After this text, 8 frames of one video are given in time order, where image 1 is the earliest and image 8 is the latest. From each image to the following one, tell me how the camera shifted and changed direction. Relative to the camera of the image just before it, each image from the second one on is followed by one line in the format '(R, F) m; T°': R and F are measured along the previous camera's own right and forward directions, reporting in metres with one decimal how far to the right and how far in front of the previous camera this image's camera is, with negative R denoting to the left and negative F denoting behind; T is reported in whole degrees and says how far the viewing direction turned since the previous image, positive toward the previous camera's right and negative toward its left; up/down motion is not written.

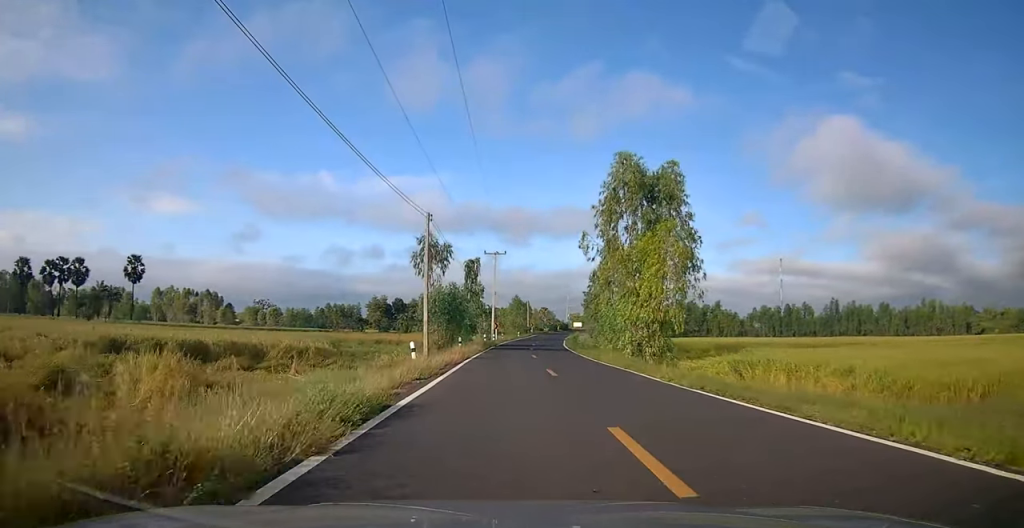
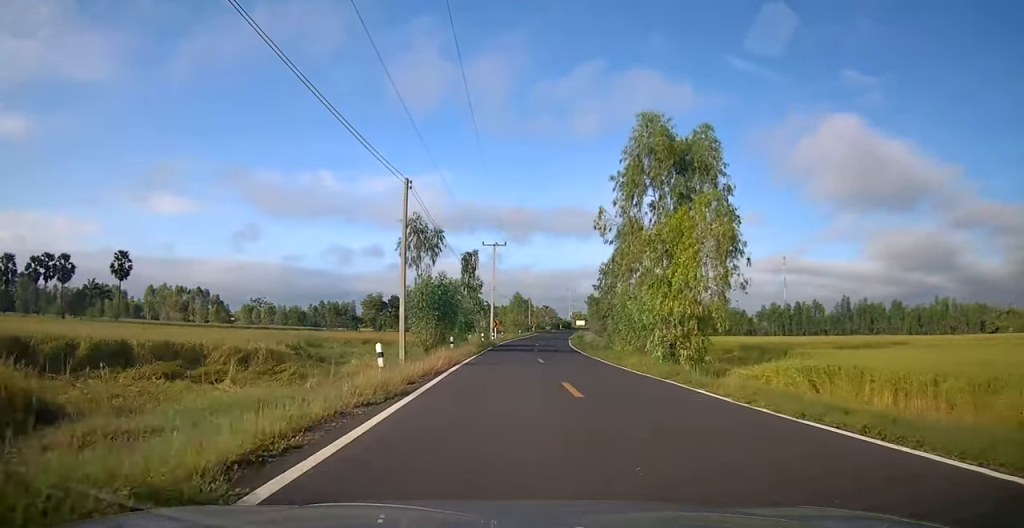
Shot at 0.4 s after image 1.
(0.0, +5.5) m; 0°
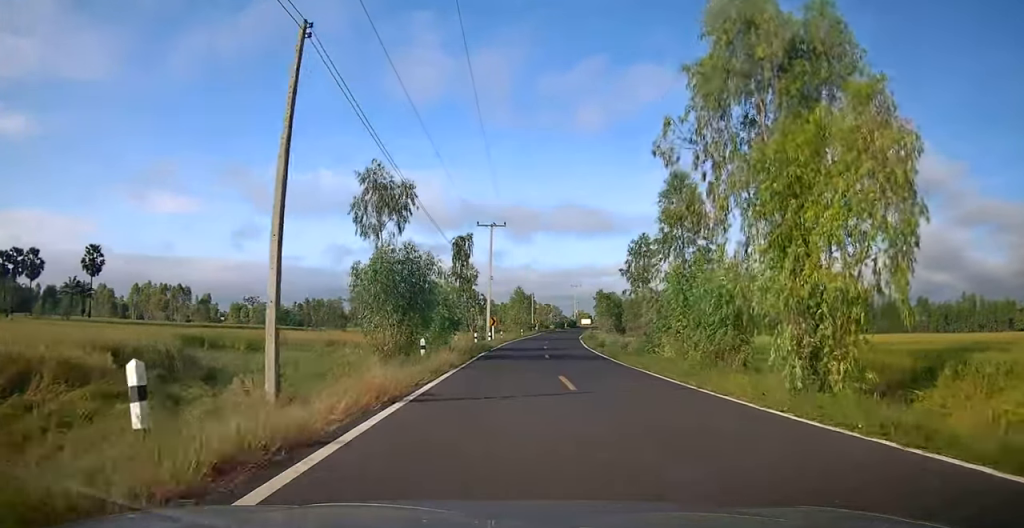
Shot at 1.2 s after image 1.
(0.0, +10.7) m; 0°
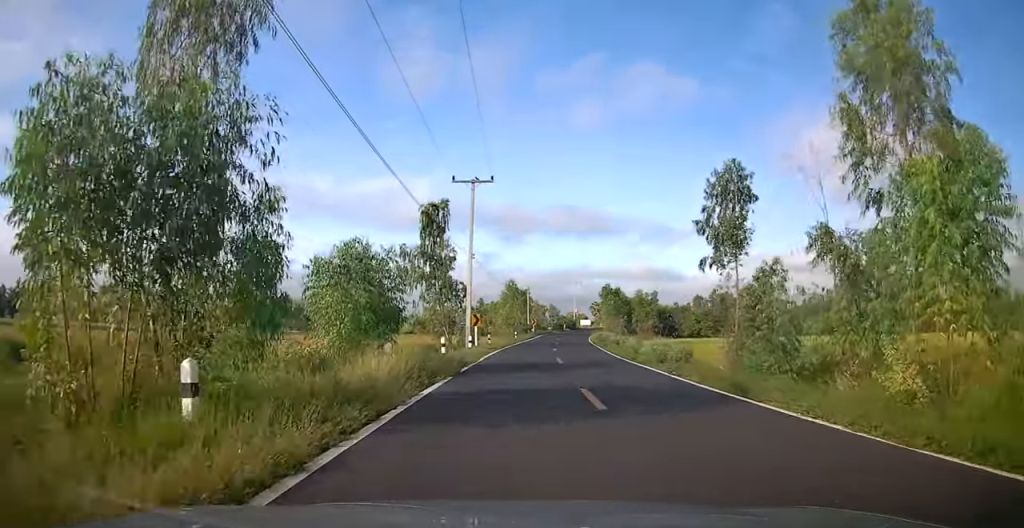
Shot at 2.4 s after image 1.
(+0.1, +15.3) m; 0°
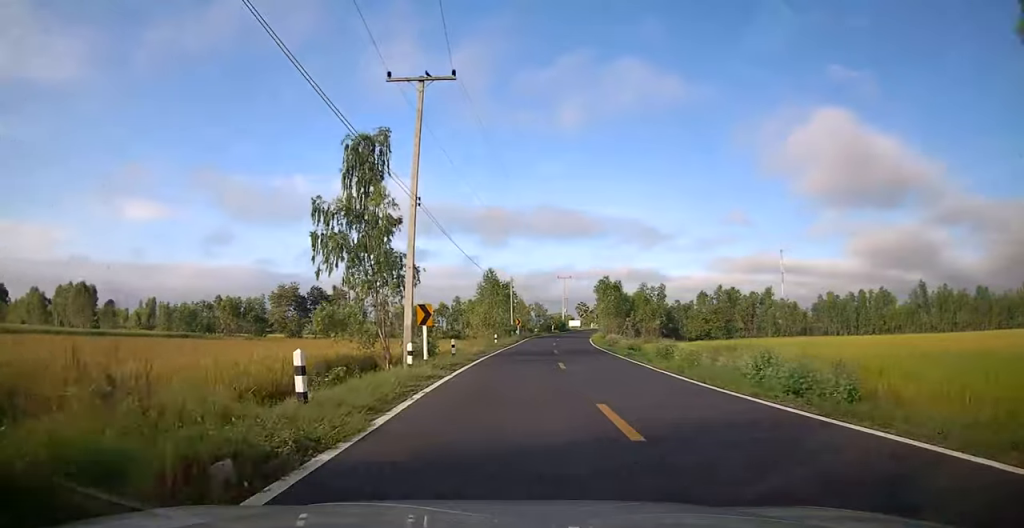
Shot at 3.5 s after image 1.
(0.0, +14.6) m; 0°
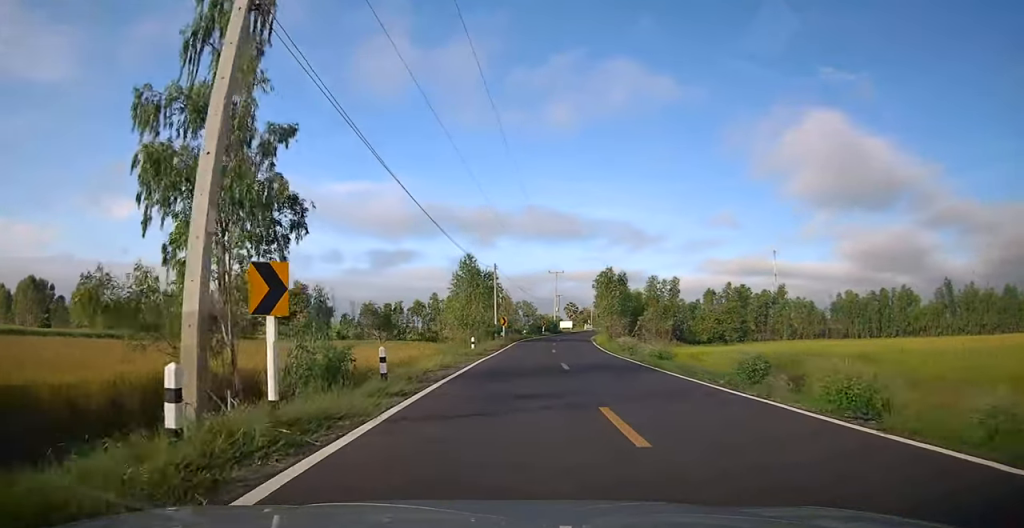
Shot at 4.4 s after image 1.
(0.0, +12.2) m; +1°
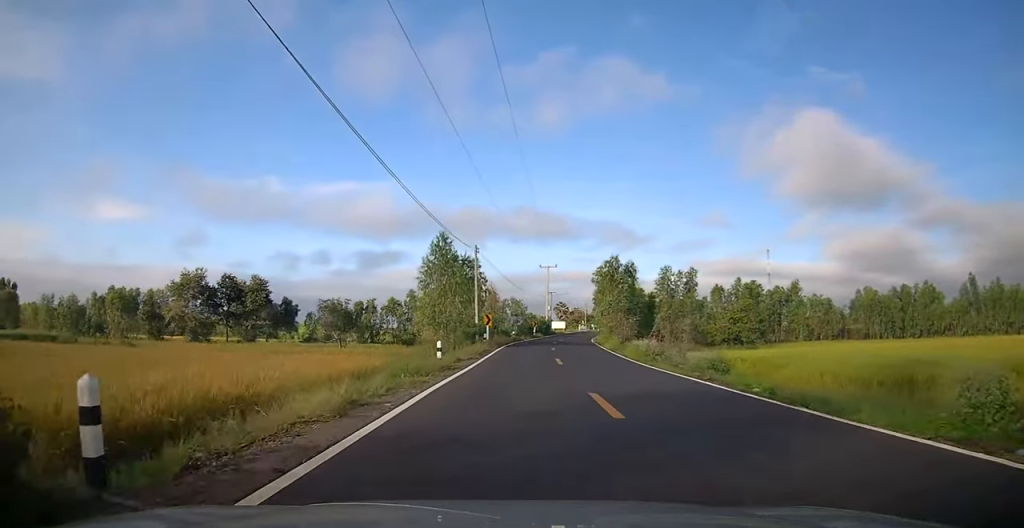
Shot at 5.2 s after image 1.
(+0.1, +10.1) m; +2°
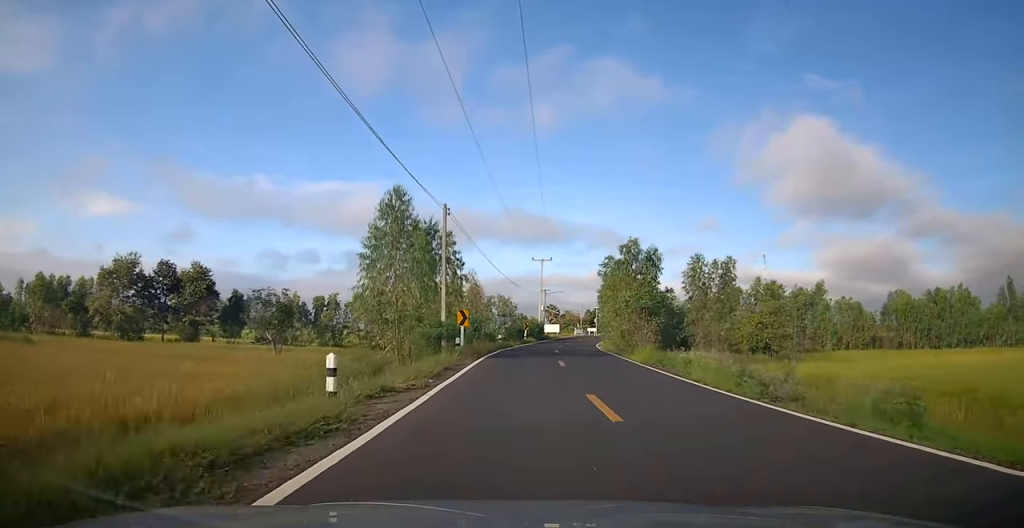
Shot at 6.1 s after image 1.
(+0.3, +12.0) m; +1°
